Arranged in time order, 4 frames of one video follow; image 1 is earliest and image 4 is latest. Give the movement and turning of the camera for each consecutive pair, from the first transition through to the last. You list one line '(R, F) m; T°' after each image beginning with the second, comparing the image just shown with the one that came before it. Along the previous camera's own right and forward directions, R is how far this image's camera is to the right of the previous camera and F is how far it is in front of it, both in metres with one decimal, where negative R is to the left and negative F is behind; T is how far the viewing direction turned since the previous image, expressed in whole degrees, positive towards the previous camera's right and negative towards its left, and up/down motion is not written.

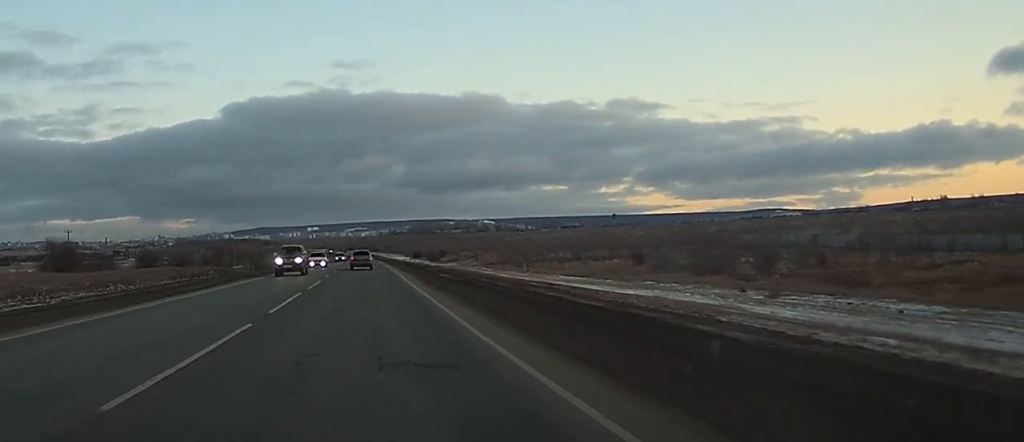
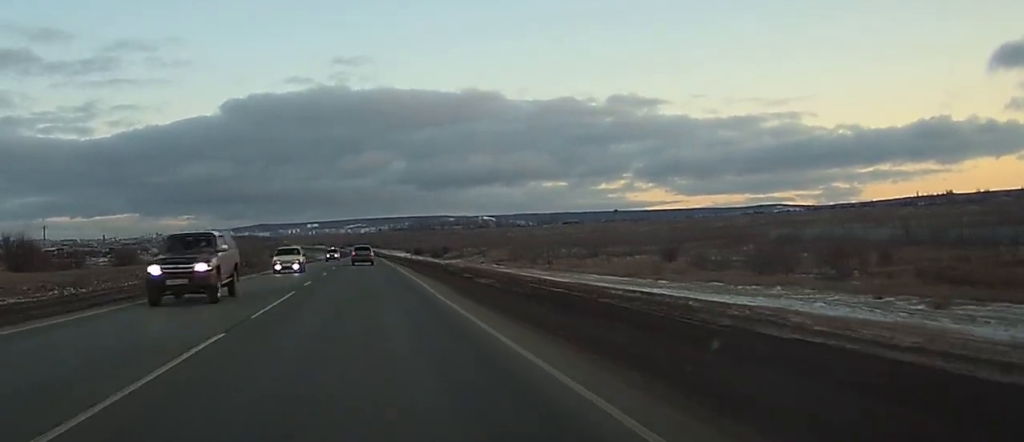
(0.0, +15.3) m; 0°
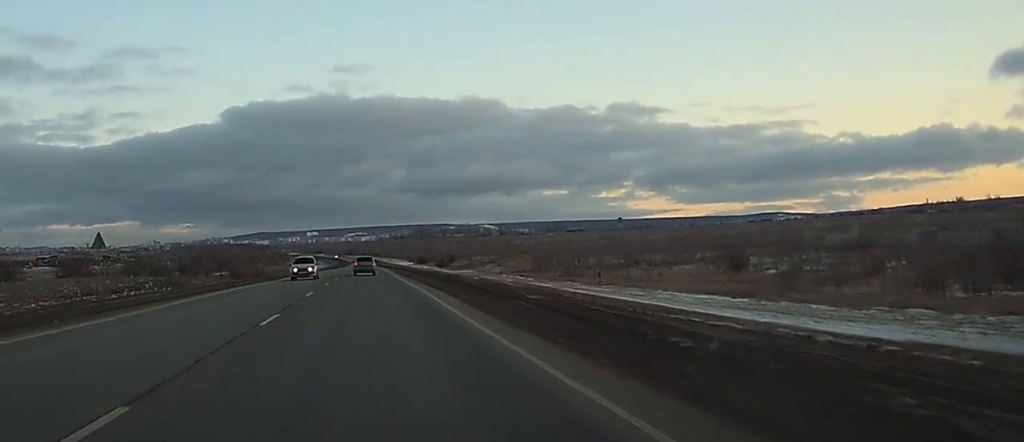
(-0.1, +24.7) m; 0°
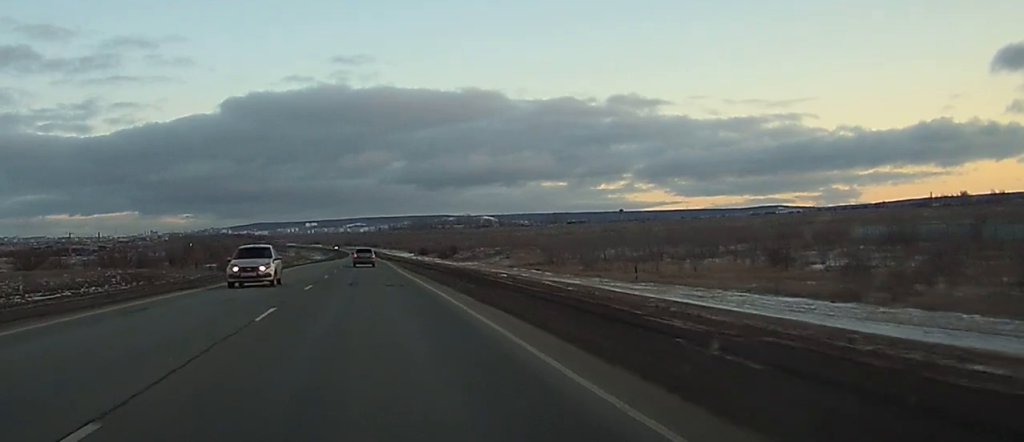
(0.0, +12.8) m; 0°
